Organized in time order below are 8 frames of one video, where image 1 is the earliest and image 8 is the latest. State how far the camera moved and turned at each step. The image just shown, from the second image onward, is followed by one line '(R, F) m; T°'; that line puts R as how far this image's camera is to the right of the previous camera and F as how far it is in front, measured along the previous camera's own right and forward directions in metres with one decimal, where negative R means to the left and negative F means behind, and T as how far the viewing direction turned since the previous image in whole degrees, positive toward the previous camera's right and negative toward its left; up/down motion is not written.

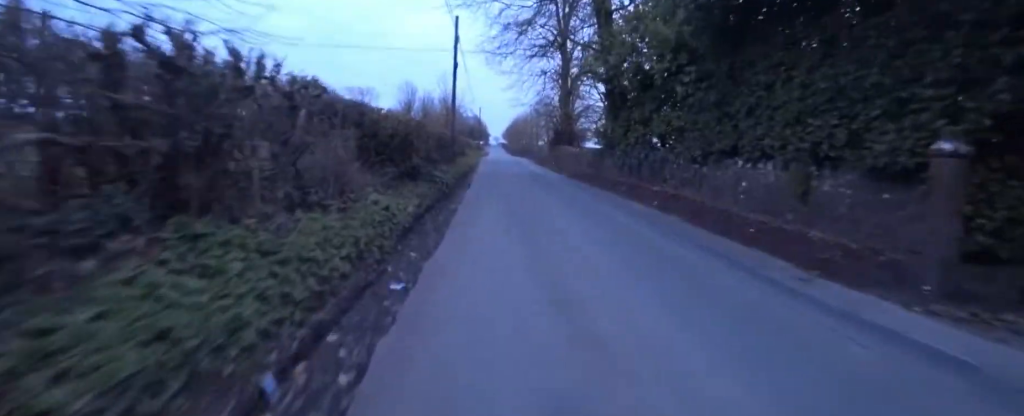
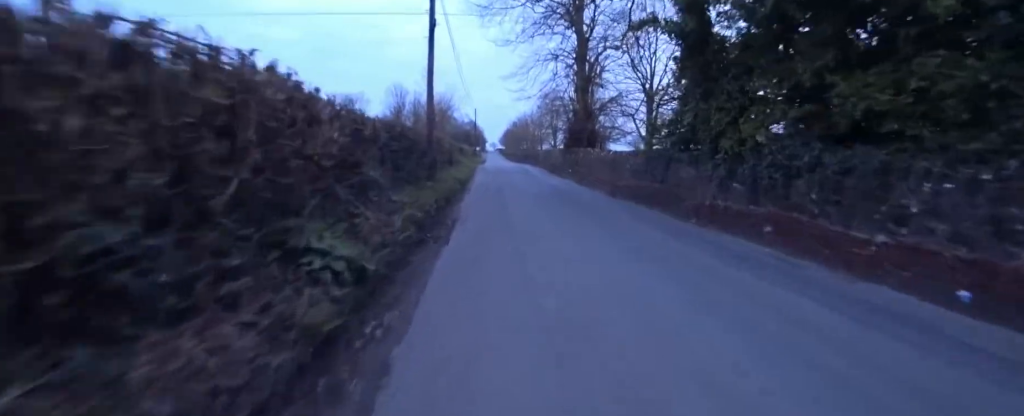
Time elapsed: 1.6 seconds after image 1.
(0.0, +7.5) m; 0°
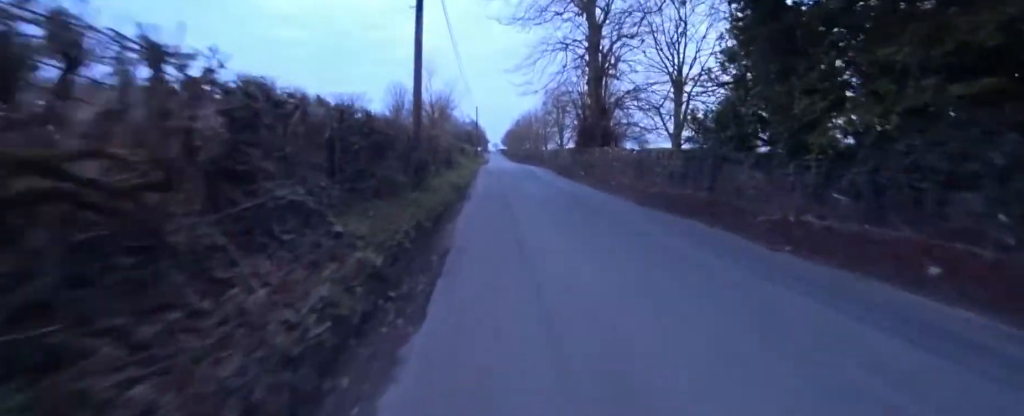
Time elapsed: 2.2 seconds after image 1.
(0.0, +2.7) m; 0°
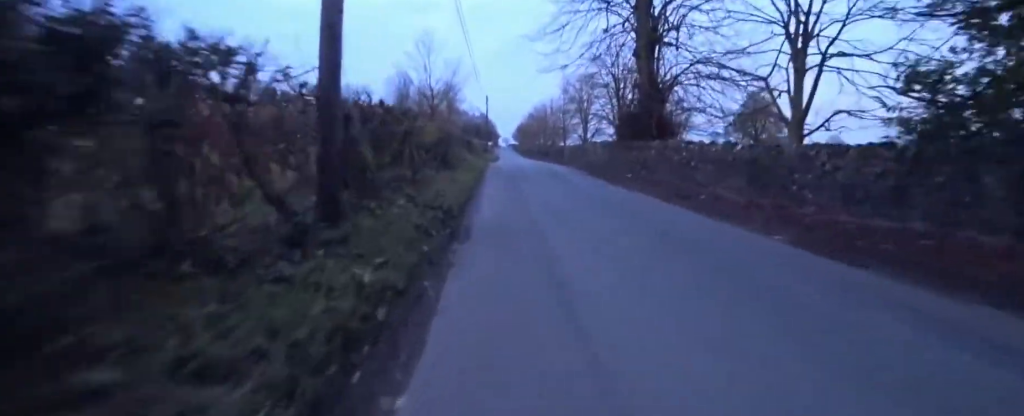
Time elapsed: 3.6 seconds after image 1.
(0.0, +6.1) m; 0°
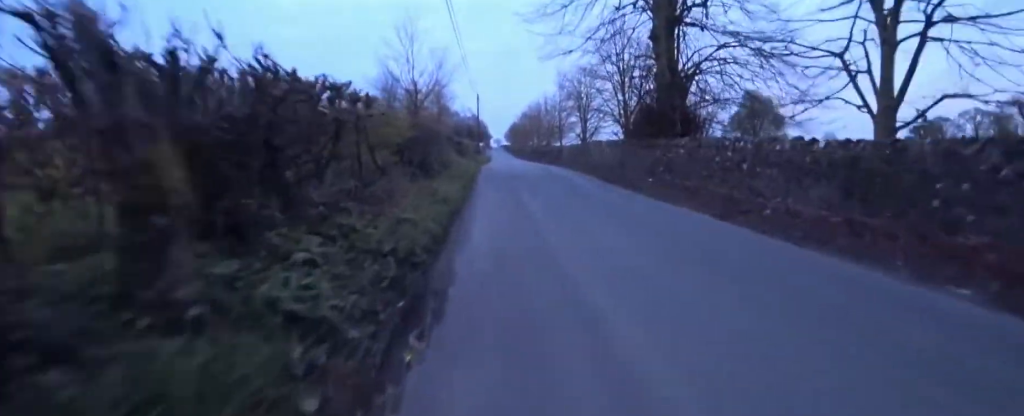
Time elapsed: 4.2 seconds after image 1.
(0.0, +2.8) m; 0°
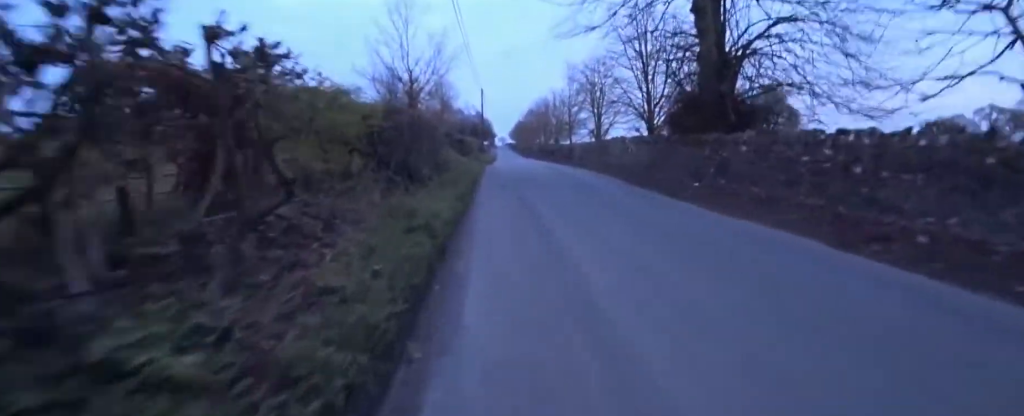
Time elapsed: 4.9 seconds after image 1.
(0.0, +2.8) m; 0°
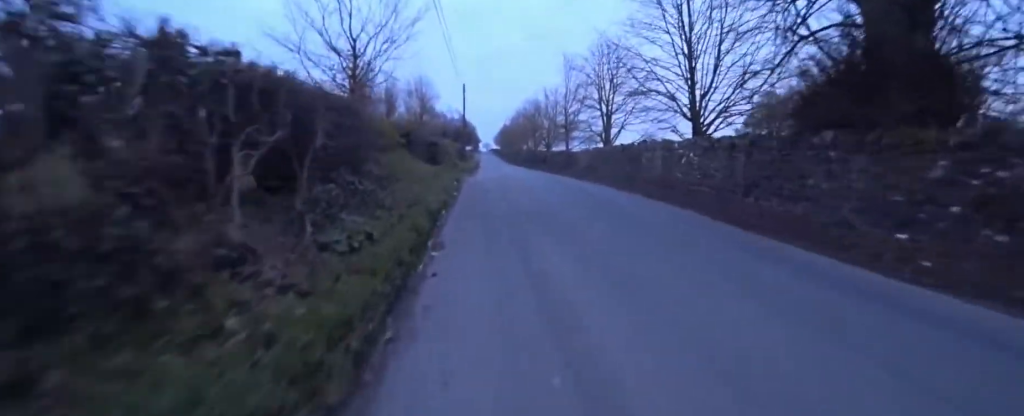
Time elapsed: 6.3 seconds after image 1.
(0.0, +6.3) m; 0°
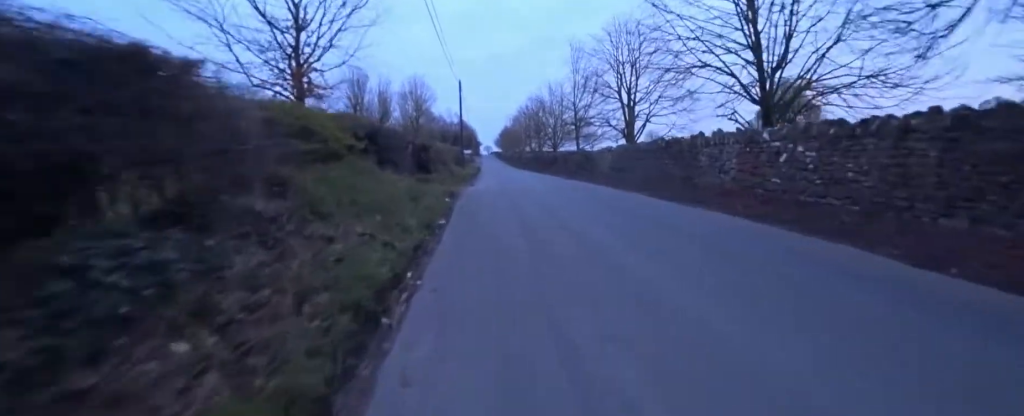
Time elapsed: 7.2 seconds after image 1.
(0.0, +4.0) m; 0°
